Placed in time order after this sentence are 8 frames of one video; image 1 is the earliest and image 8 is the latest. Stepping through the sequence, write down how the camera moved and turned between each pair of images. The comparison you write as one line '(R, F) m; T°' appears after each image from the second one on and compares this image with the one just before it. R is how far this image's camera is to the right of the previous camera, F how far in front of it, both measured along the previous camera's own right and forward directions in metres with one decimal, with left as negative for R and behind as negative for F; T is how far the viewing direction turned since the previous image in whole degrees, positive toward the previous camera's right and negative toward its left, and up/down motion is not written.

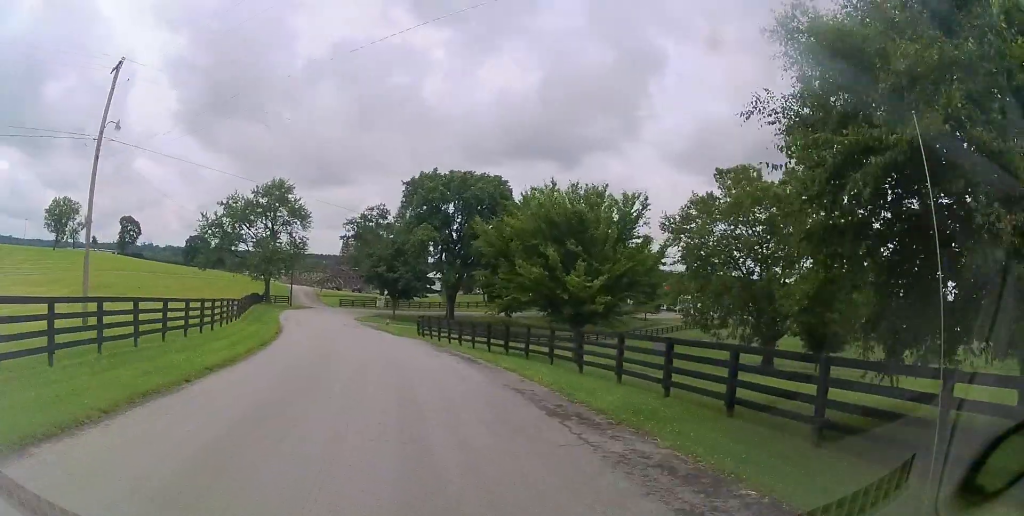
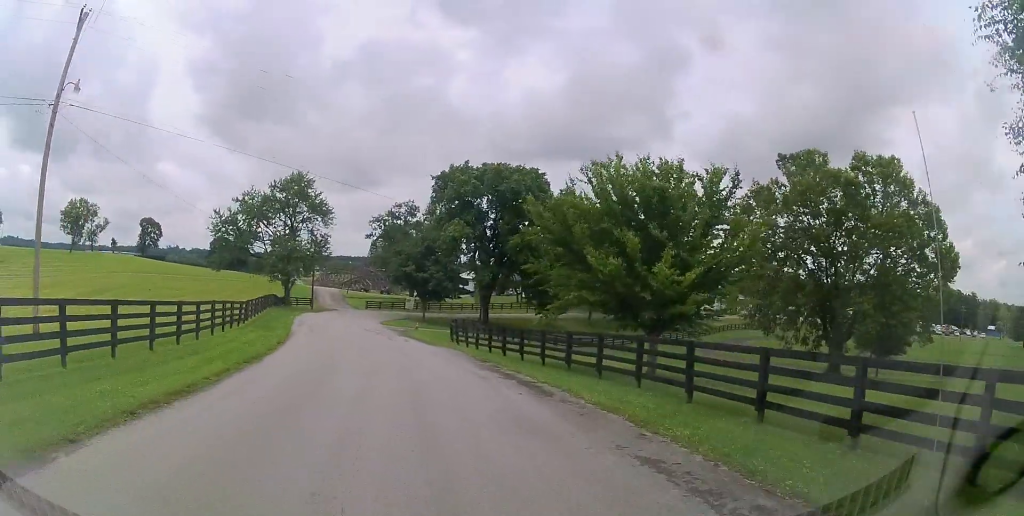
(-0.3, +5.5) m; -3°
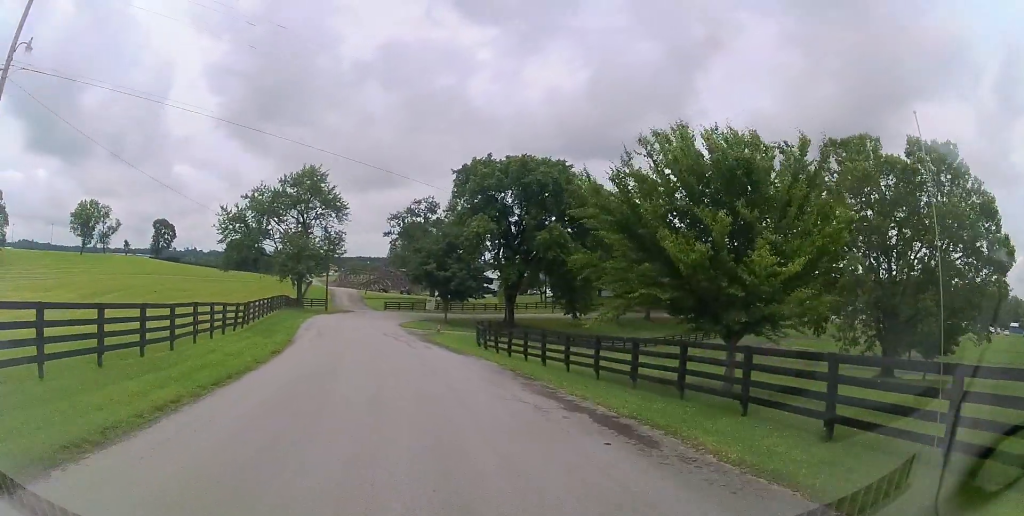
(-0.2, +4.2) m; -1°
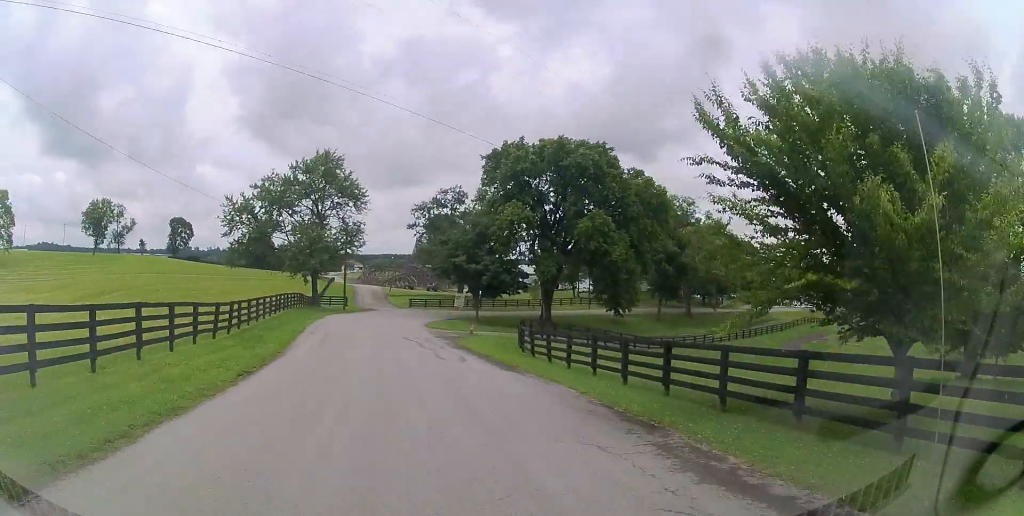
(+0.3, +6.2) m; 0°
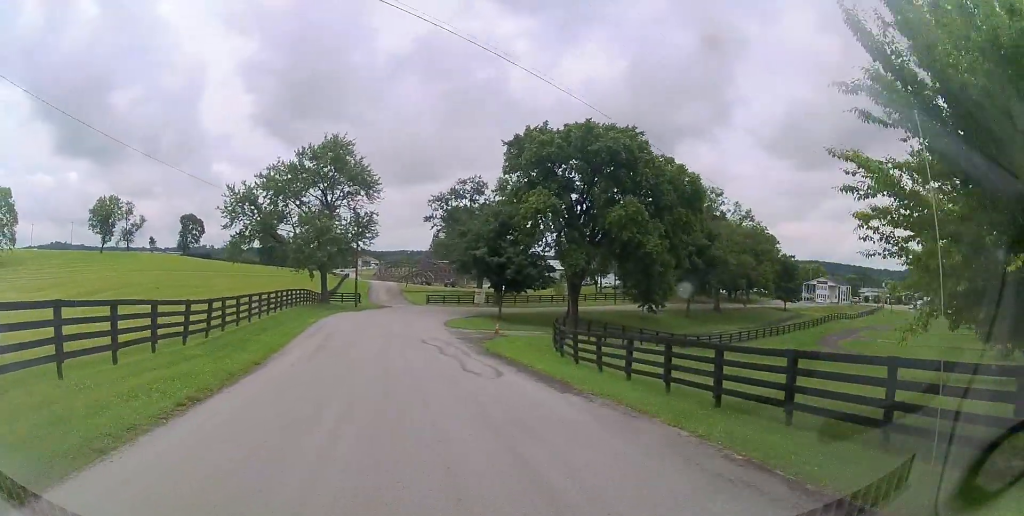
(-0.2, +4.3) m; -1°
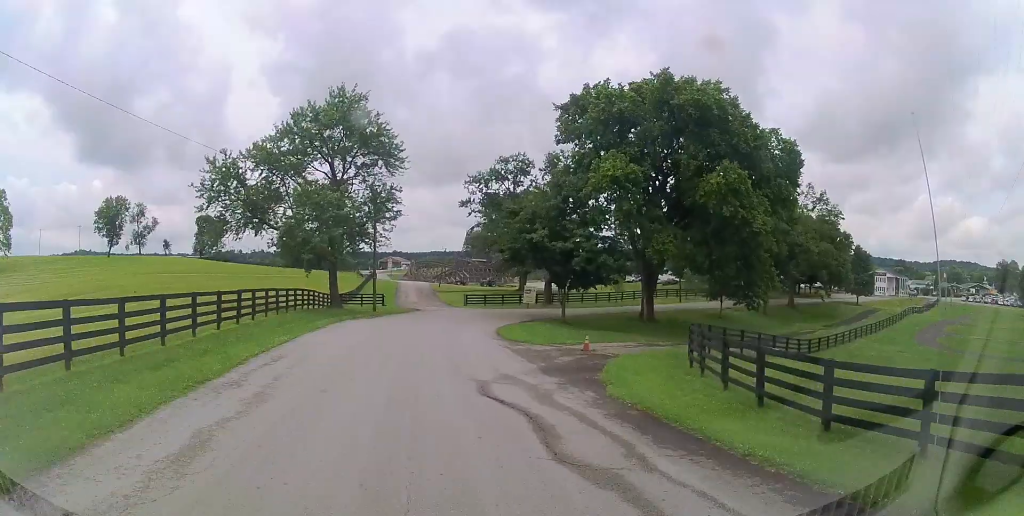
(+0.1, +11.5) m; +2°
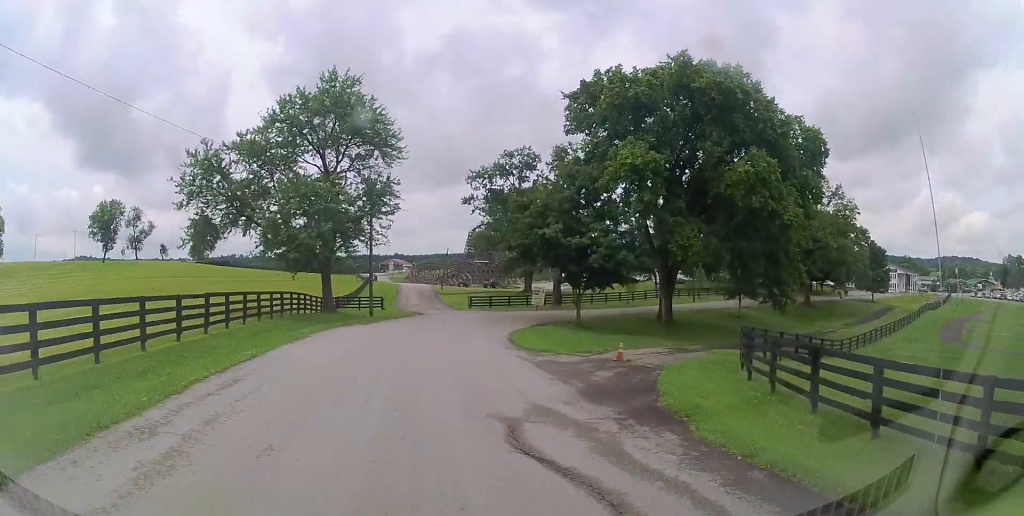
(0.0, +3.1) m; +1°
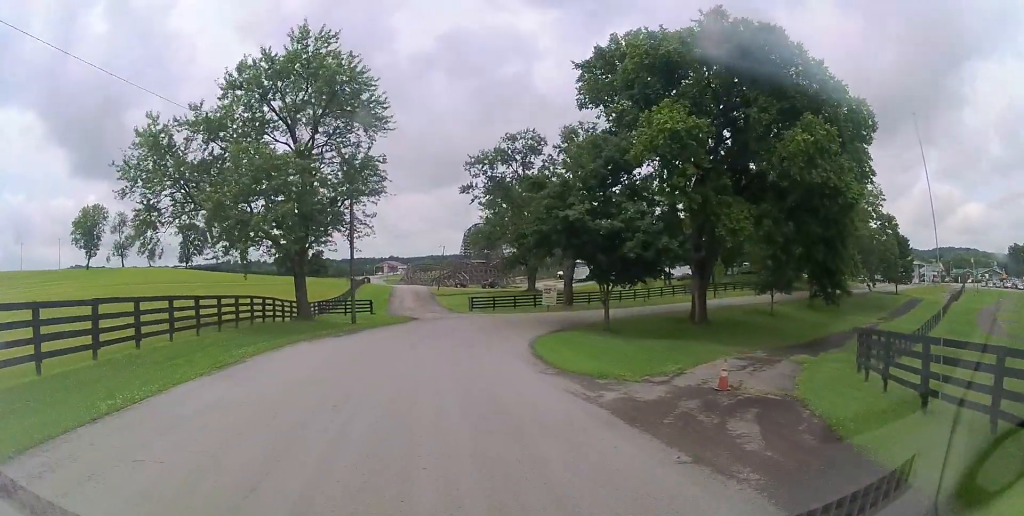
(+0.2, +5.7) m; +3°
